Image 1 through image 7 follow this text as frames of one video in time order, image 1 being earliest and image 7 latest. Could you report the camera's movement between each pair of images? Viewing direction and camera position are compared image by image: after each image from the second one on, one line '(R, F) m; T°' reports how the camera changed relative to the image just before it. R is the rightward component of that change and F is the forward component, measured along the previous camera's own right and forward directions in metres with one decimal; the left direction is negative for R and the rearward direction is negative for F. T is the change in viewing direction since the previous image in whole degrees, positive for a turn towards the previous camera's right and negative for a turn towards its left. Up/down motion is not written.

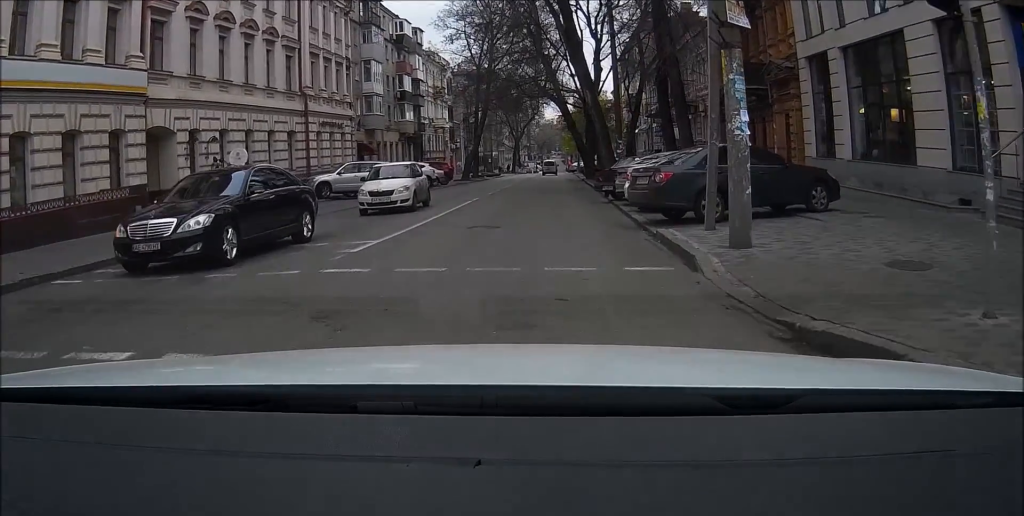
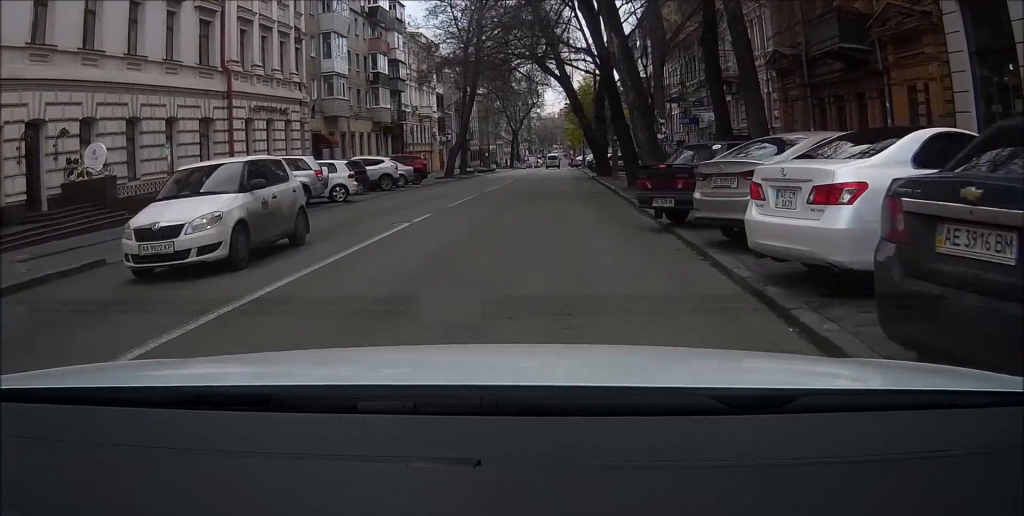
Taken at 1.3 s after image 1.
(0.0, +12.2) m; +1°
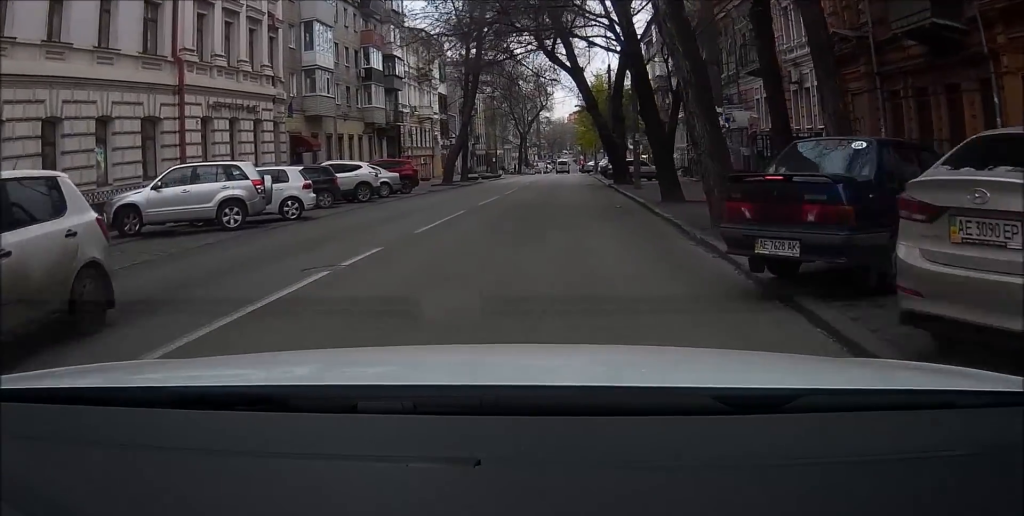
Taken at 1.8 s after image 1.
(0.0, +6.0) m; 0°
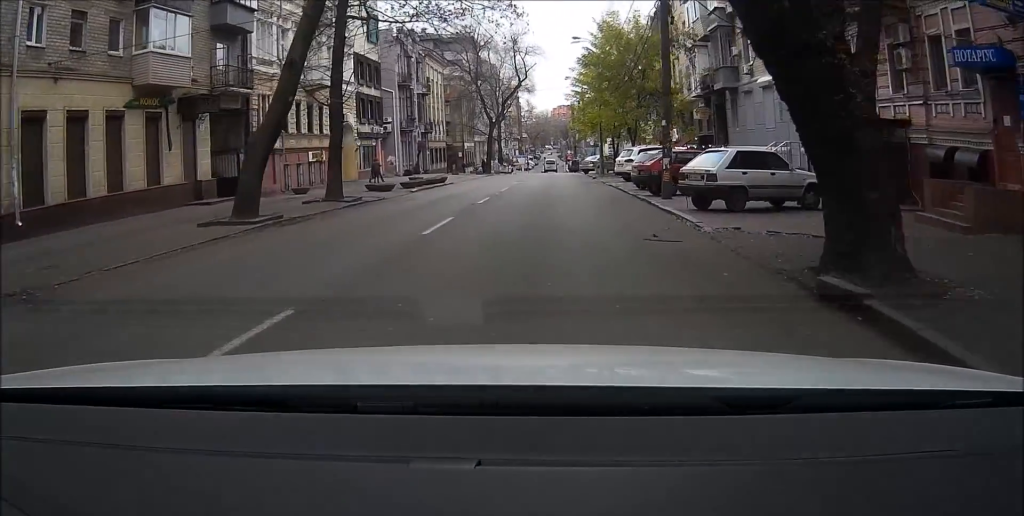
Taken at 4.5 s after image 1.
(-0.5, +33.5) m; -3°
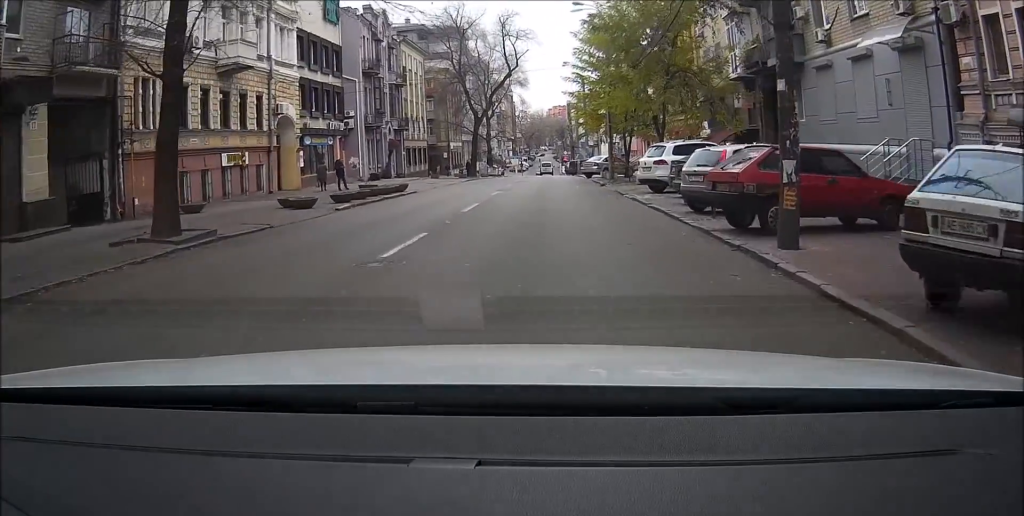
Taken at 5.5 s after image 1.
(-0.1, +12.5) m; -2°
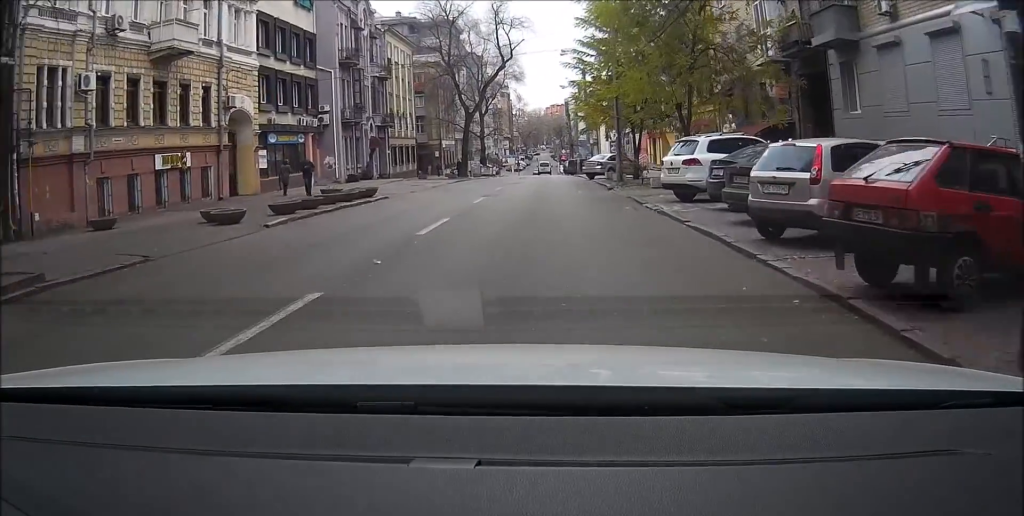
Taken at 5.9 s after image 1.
(-0.1, +6.3) m; -1°
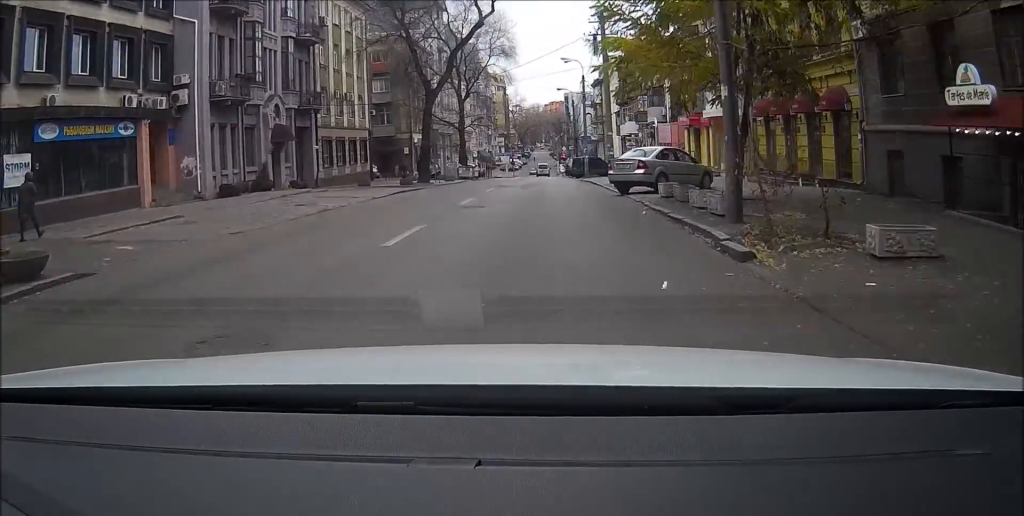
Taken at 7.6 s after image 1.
(-0.8, +22.2) m; -1°
